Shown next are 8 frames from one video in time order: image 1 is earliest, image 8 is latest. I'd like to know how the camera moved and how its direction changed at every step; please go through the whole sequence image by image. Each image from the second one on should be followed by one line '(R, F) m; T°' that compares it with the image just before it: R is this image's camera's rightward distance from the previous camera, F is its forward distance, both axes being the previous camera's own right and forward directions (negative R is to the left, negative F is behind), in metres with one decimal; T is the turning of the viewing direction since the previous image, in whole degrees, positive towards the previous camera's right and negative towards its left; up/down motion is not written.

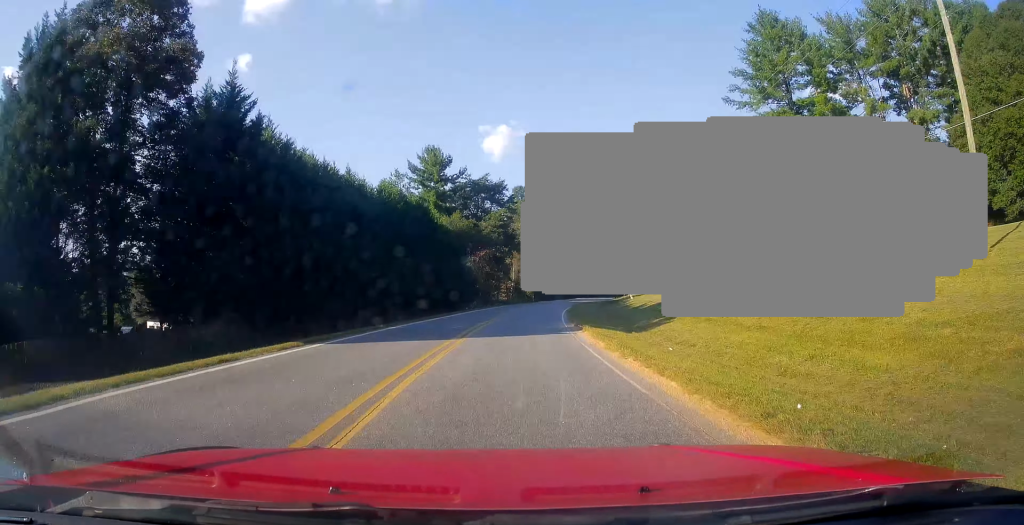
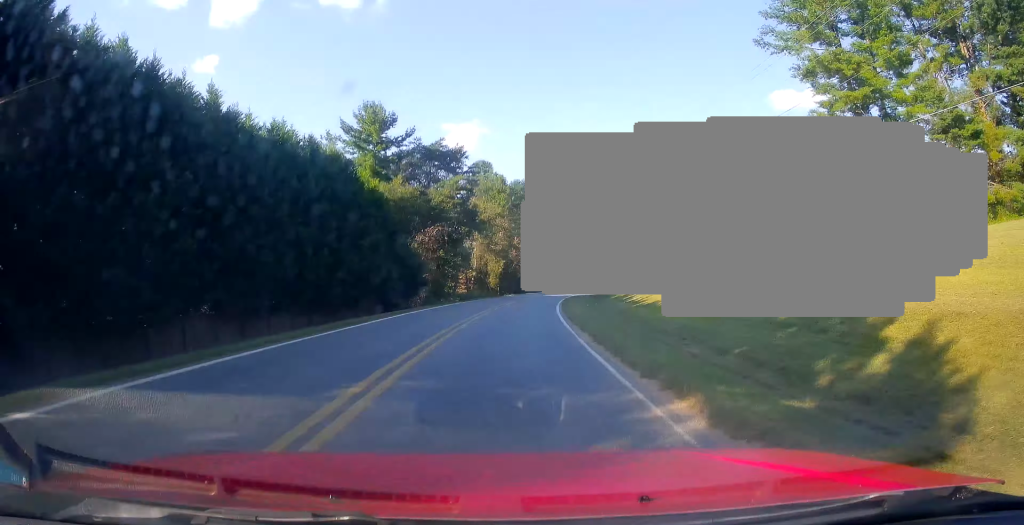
(+0.1, +15.8) m; +2°
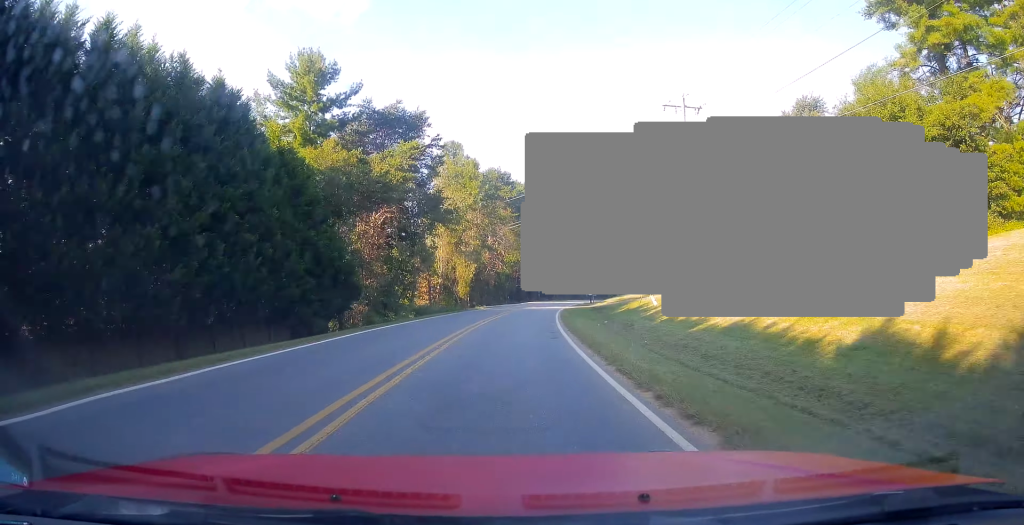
(+0.1, +13.1) m; +2°
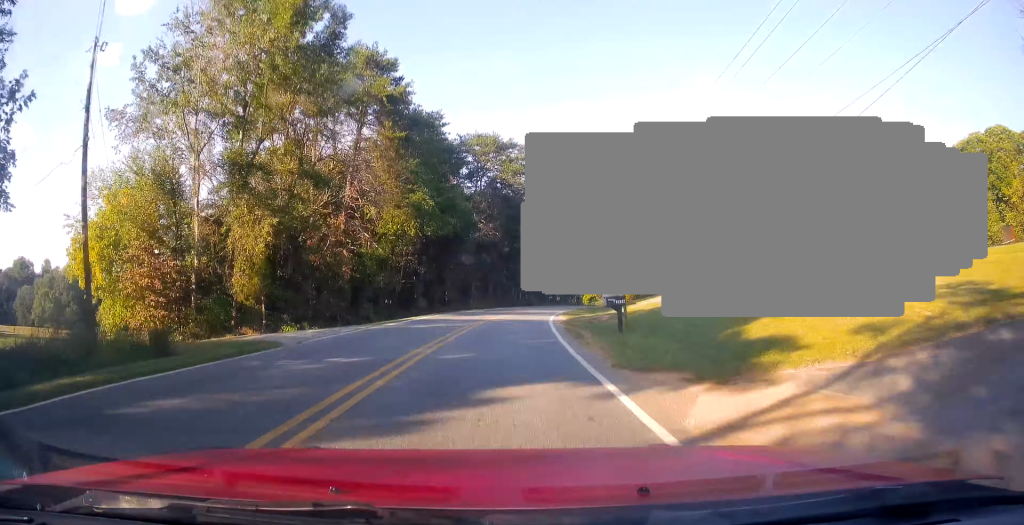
(+4.1, +43.6) m; +10°
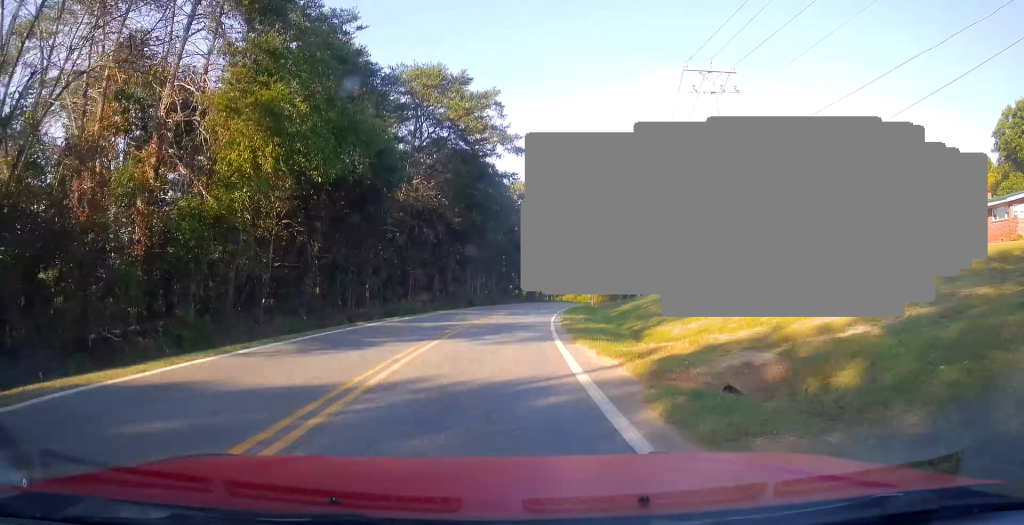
(+0.8, +20.5) m; +4°
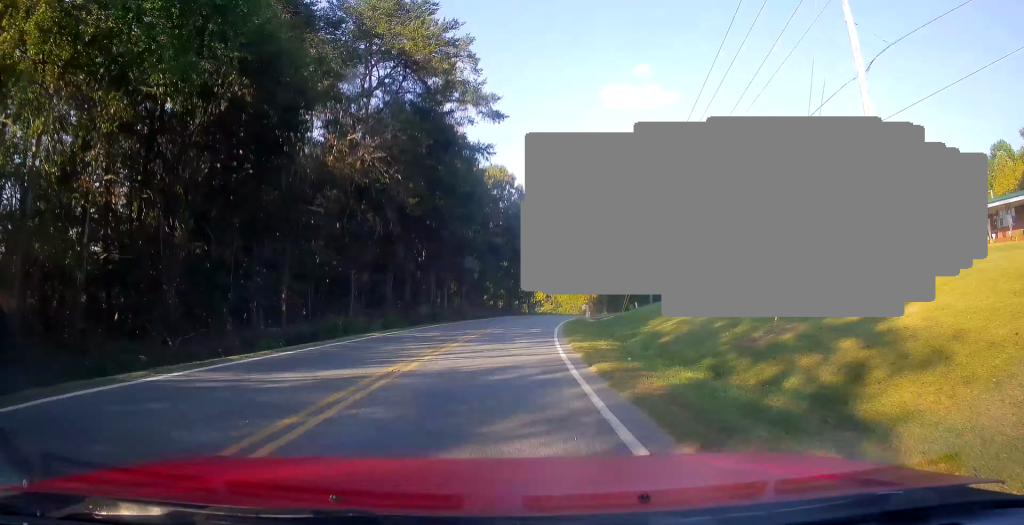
(0.0, +12.5) m; +2°
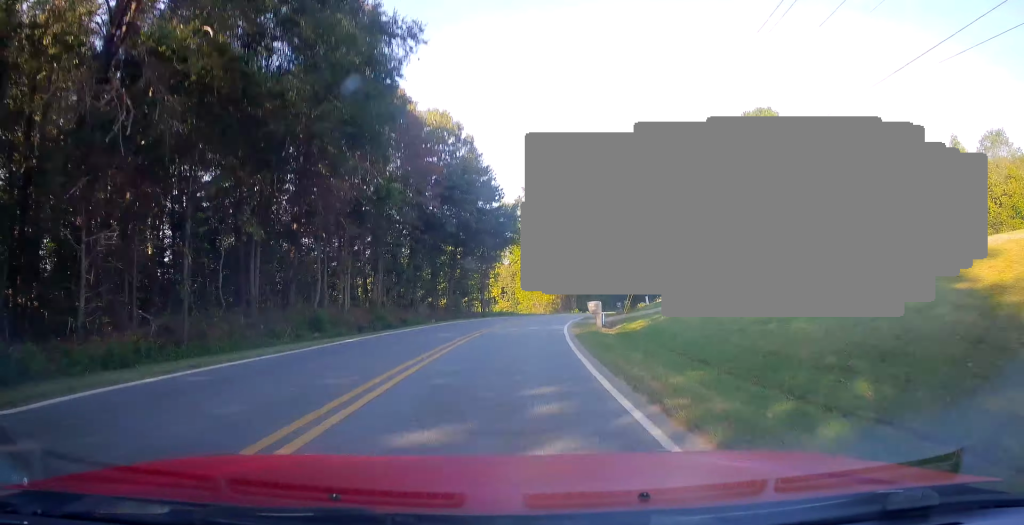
(+0.8, +22.6) m; +6°
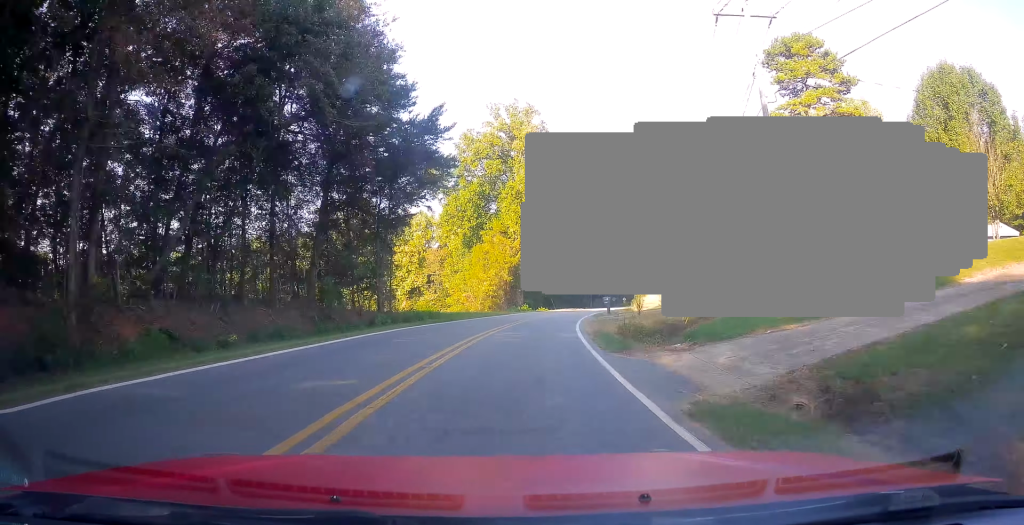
(+1.8, +26.5) m; +6°
